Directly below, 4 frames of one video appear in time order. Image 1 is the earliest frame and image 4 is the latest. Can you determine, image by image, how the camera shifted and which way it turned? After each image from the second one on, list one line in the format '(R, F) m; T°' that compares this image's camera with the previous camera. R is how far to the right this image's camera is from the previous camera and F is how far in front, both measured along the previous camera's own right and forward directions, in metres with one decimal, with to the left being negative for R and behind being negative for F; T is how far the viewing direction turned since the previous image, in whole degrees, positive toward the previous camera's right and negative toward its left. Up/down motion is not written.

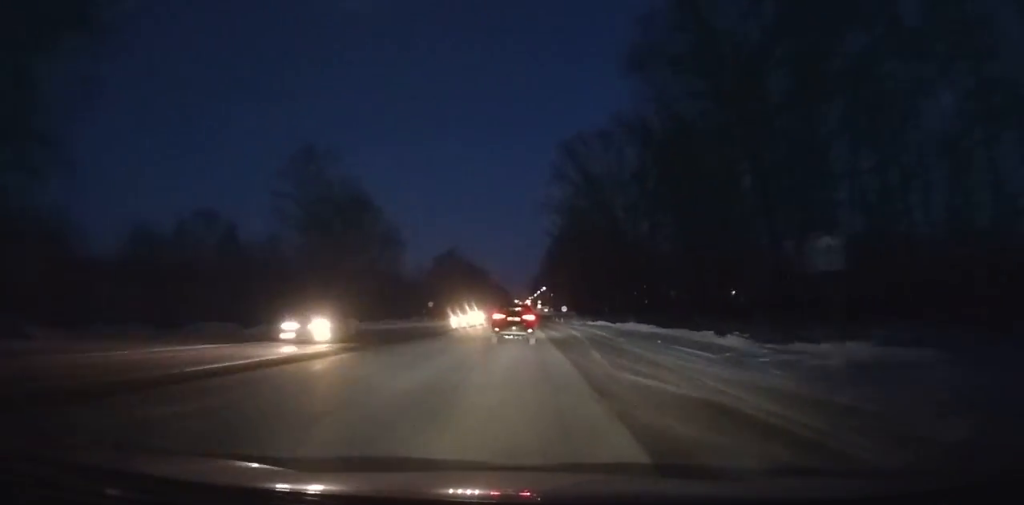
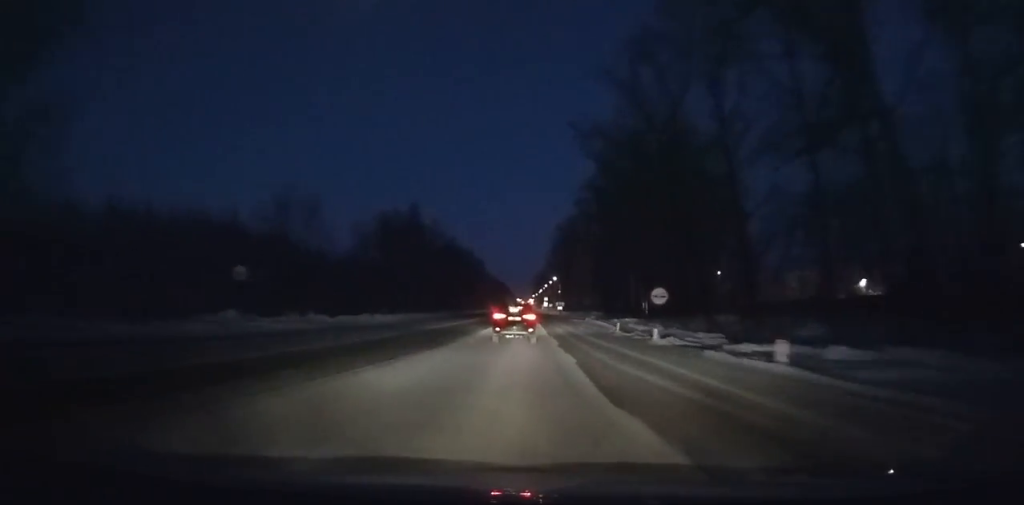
(0.0, +64.5) m; 0°
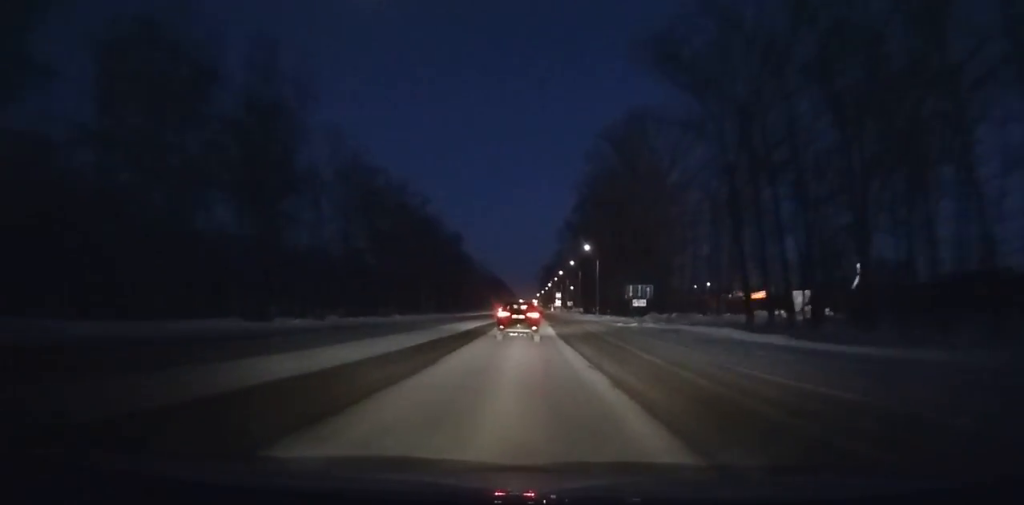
(-0.3, +88.0) m; 0°
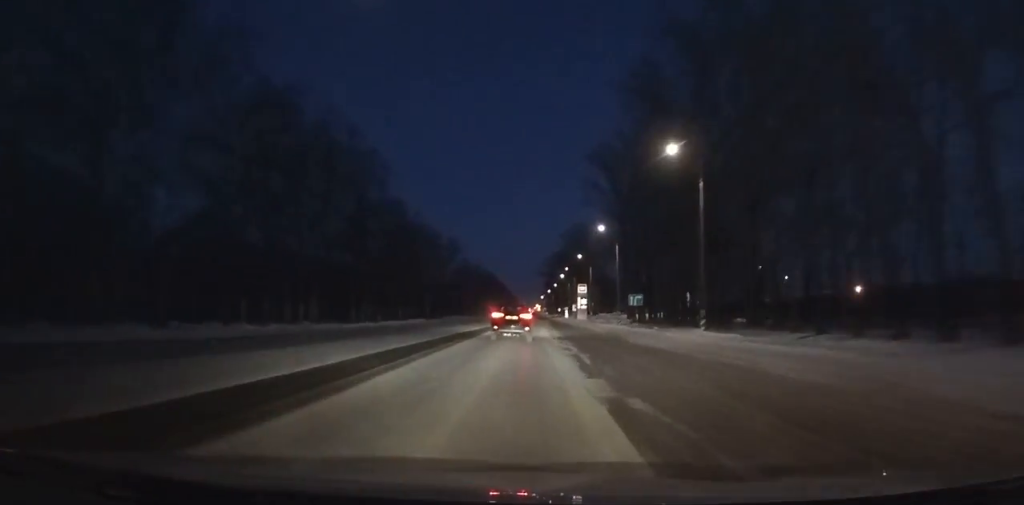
(+0.3, +86.9) m; 0°
